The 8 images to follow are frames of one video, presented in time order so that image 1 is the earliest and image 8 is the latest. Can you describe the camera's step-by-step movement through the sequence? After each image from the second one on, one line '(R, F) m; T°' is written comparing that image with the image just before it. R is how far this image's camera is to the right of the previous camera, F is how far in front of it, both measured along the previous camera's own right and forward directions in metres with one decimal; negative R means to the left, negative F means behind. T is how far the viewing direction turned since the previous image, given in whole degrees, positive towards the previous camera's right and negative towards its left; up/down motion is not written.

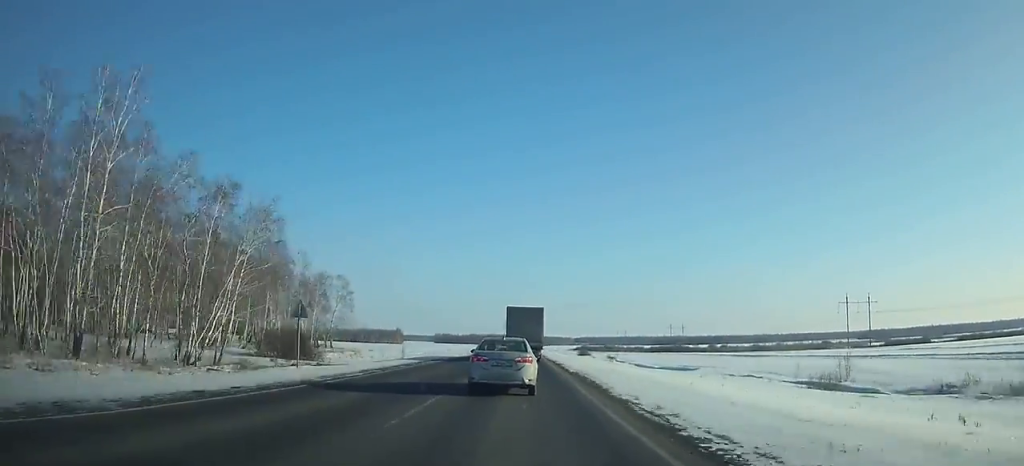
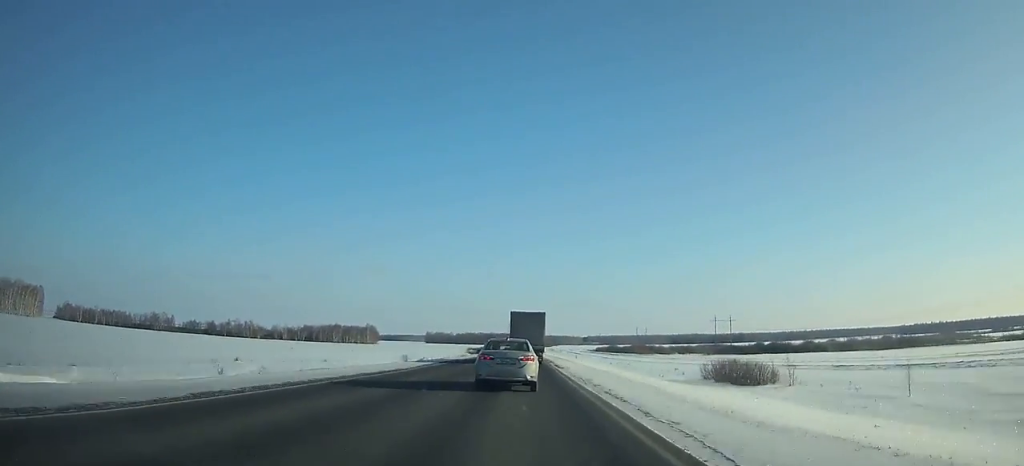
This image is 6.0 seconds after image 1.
(0.0, +136.4) m; 0°
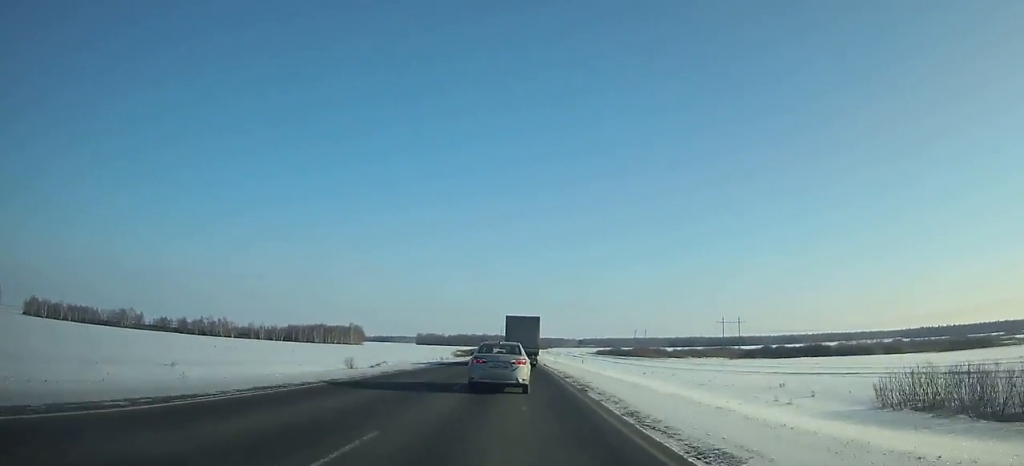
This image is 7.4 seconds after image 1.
(0.0, +31.6) m; 0°
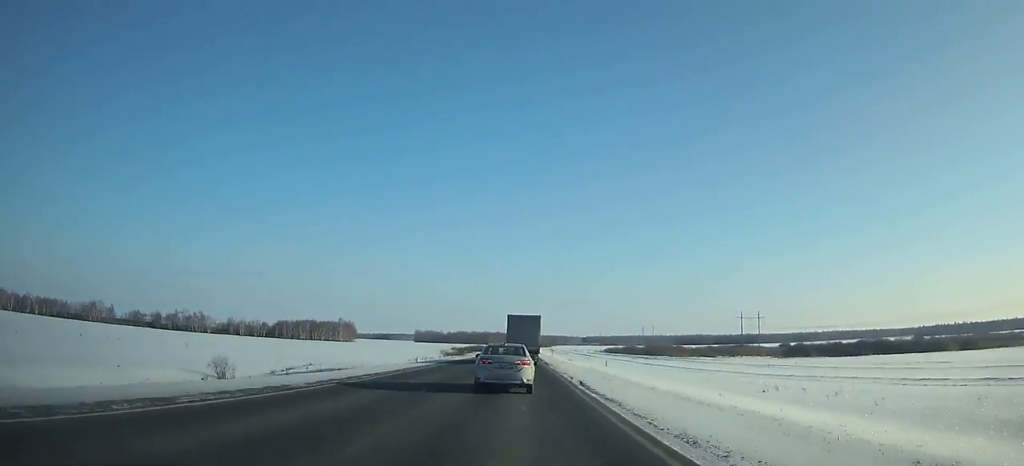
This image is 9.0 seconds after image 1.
(0.0, +36.2) m; 0°
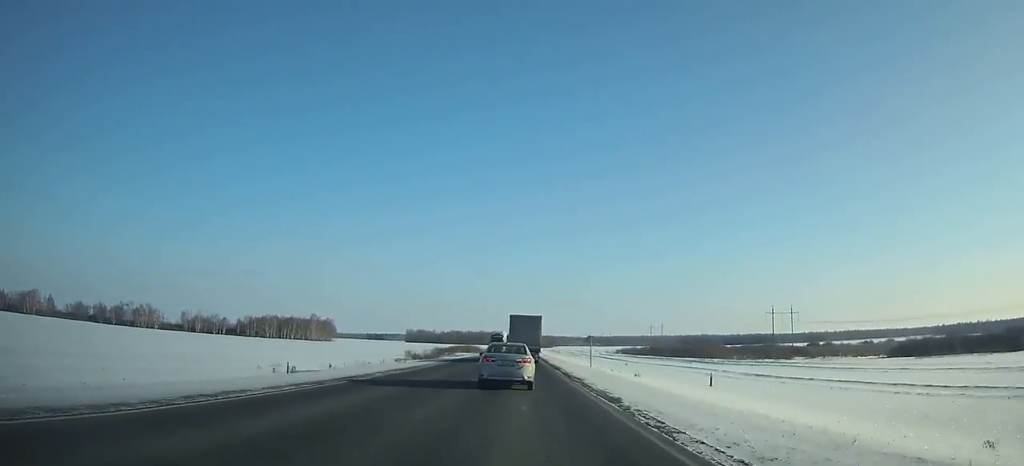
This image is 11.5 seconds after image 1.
(0.0, +56.6) m; 0°
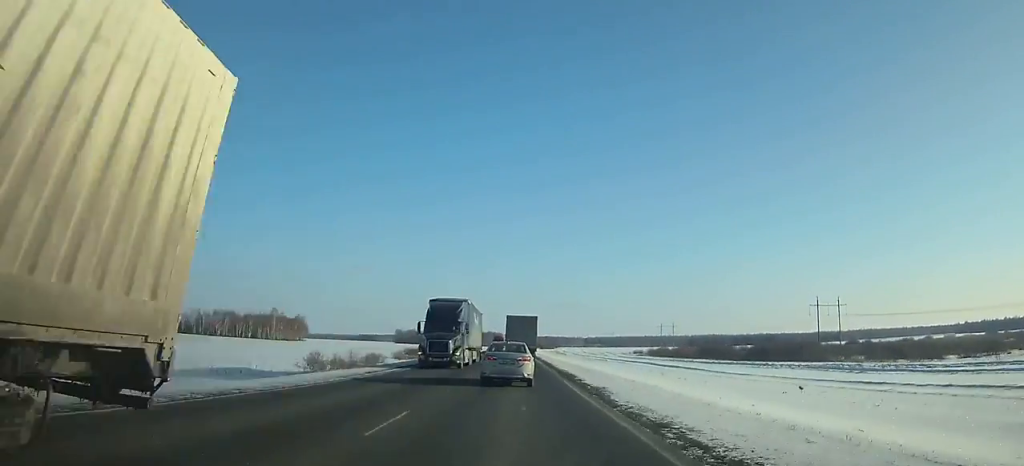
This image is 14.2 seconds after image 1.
(+0.2, +61.5) m; 0°
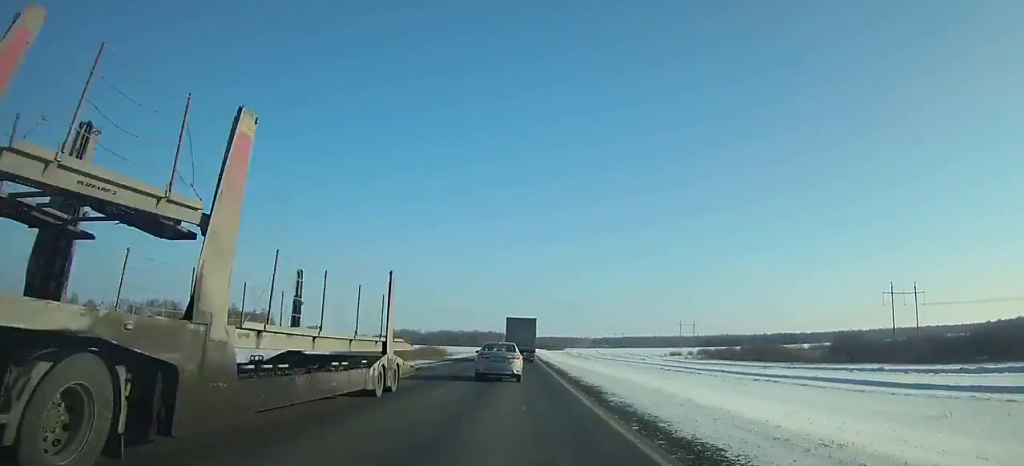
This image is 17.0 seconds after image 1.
(0.0, +64.5) m; 0°
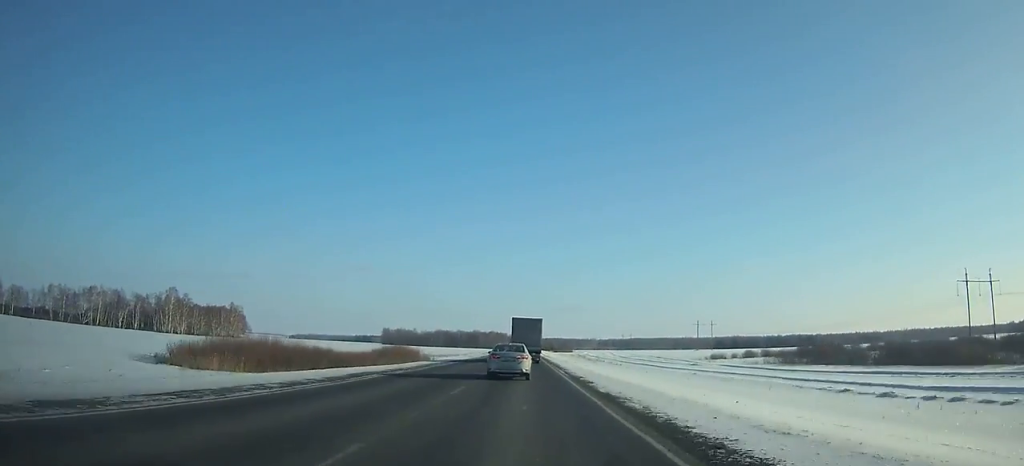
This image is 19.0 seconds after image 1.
(-0.1, +46.7) m; 0°
